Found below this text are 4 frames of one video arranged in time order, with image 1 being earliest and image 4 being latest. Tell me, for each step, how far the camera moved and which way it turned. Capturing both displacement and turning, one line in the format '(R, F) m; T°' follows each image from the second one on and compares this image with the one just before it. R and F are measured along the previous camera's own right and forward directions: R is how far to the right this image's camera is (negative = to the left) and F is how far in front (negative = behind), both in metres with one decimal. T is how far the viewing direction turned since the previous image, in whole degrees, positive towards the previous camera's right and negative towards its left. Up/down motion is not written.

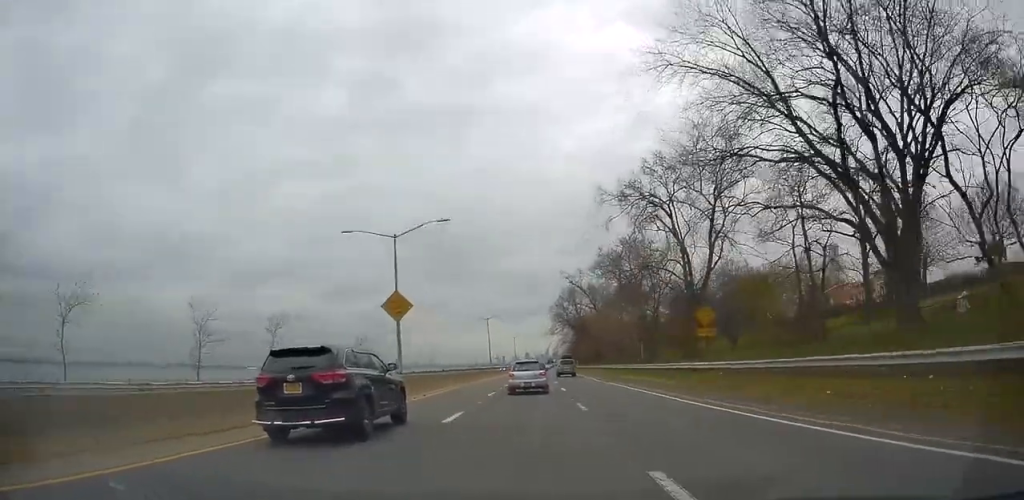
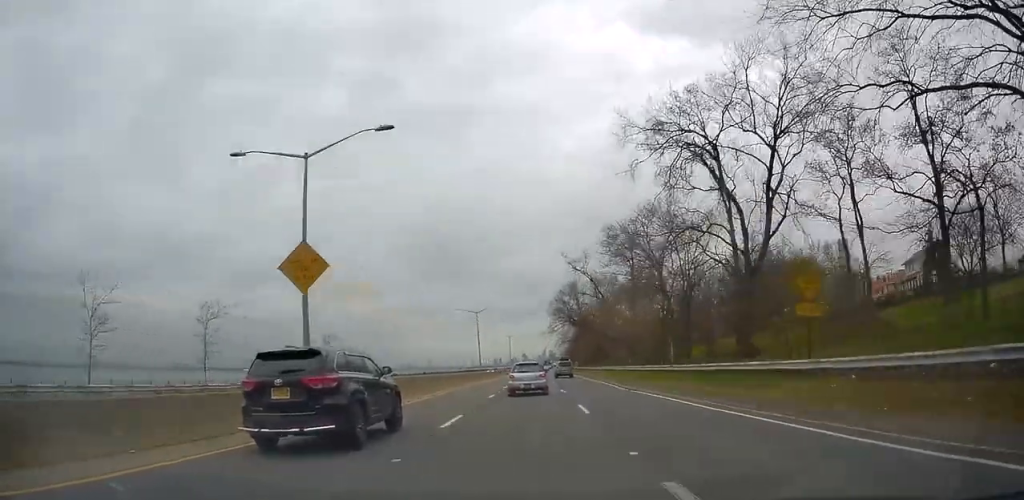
(-0.4, +12.6) m; -1°
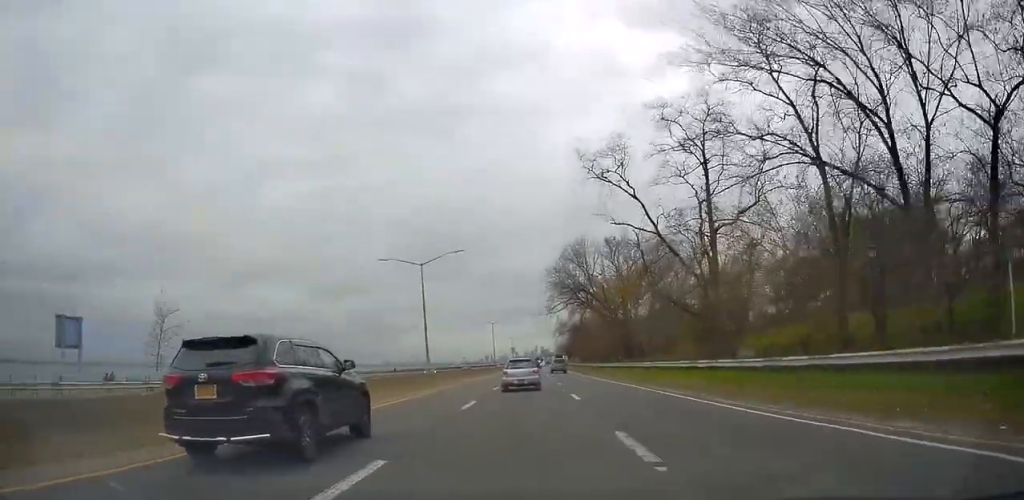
(0.0, +32.2) m; +1°
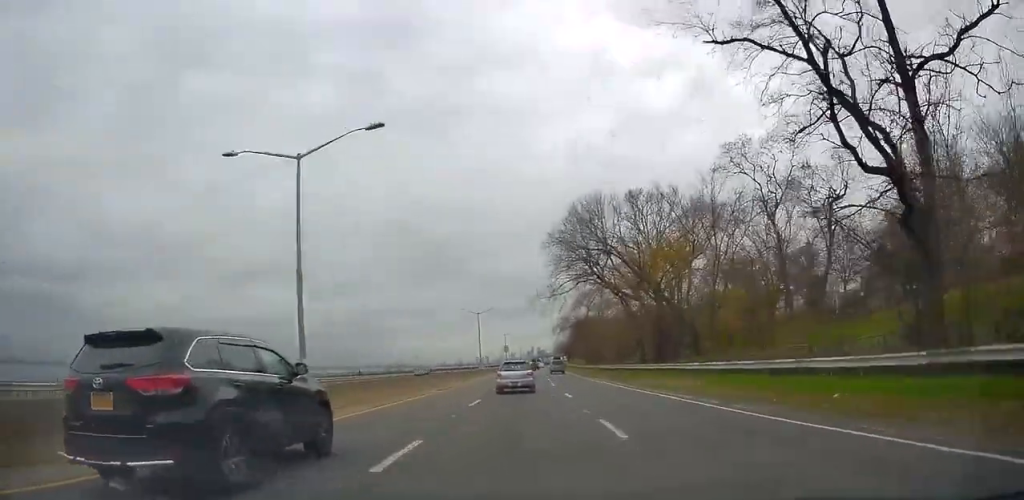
(0.0, +21.4) m; +1°
